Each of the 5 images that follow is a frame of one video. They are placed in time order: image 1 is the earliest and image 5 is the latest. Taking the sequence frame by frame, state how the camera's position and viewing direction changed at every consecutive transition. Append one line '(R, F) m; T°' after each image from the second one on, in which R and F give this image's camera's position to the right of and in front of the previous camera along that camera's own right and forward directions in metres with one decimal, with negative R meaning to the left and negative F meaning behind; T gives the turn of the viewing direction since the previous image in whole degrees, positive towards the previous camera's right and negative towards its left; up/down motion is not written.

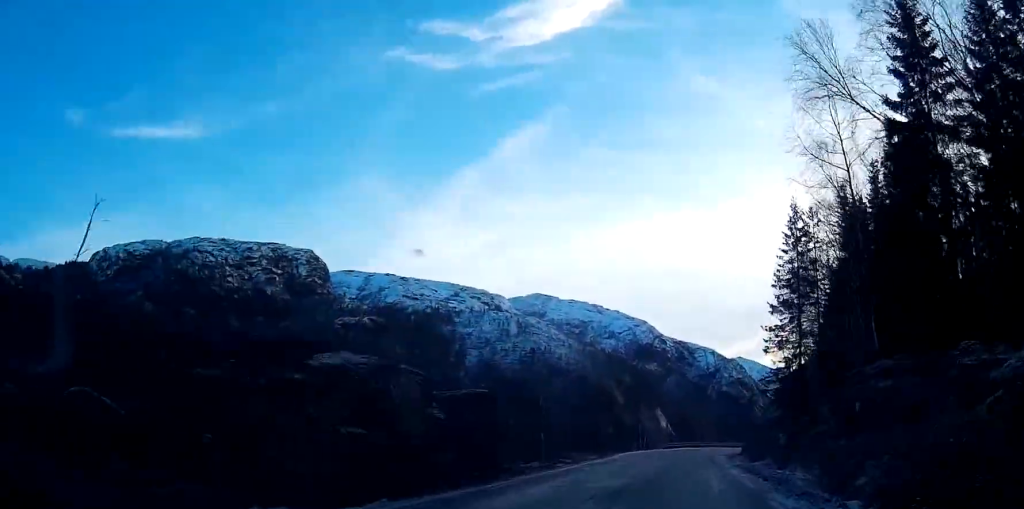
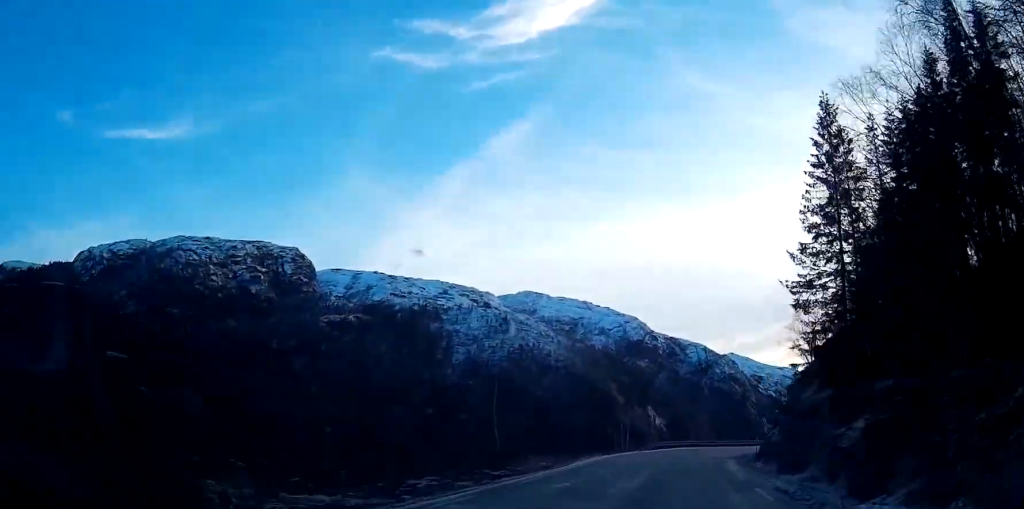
(+0.2, +16.6) m; +1°
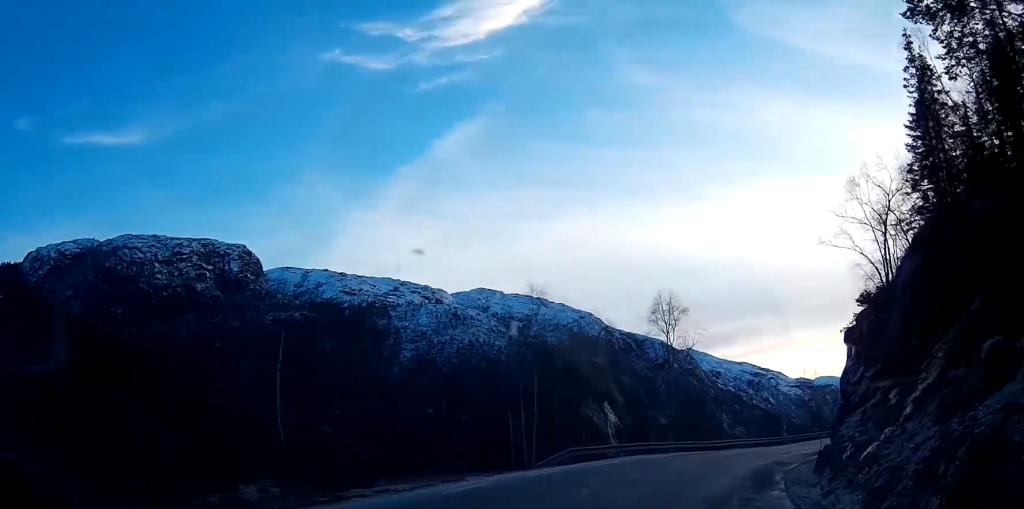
(+0.3, +30.0) m; +3°
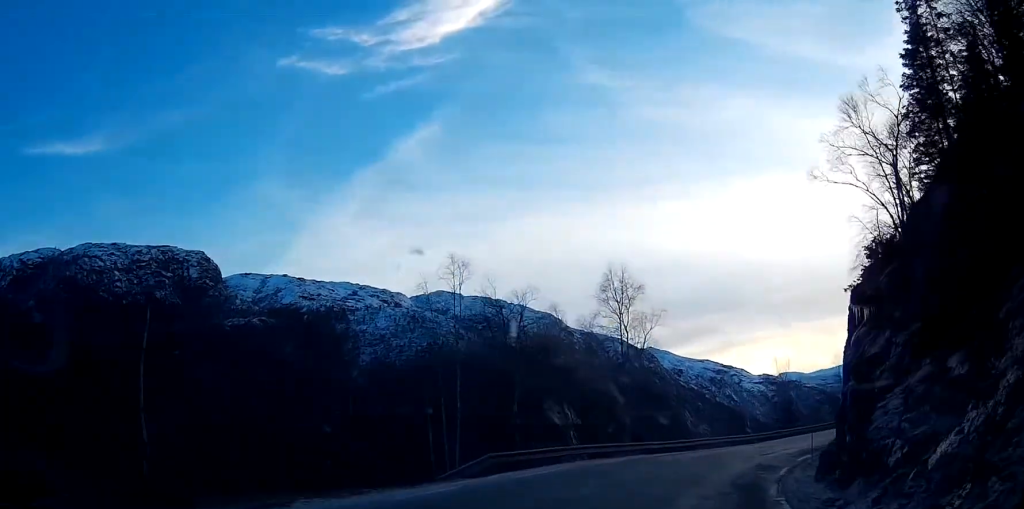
(+0.2, +7.1) m; +2°
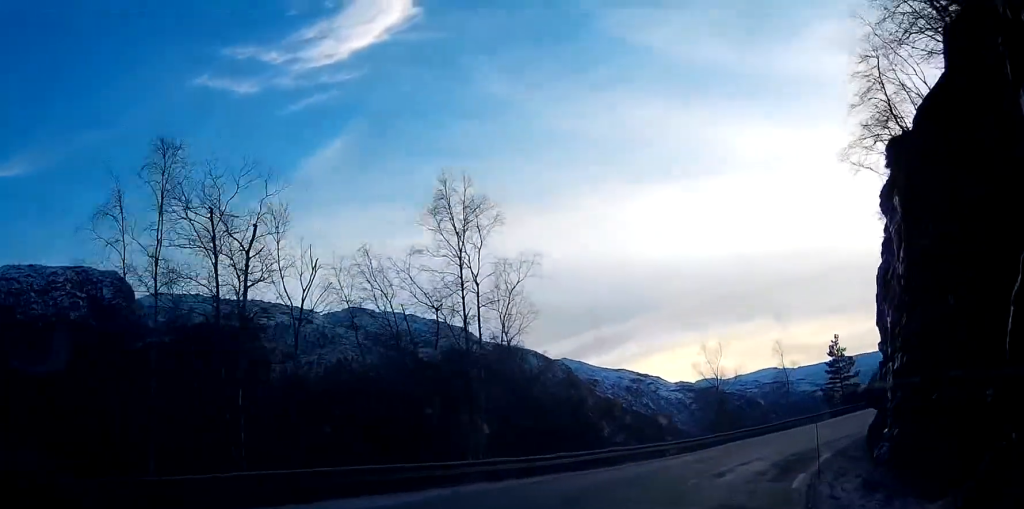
(+0.7, +15.2) m; +7°
